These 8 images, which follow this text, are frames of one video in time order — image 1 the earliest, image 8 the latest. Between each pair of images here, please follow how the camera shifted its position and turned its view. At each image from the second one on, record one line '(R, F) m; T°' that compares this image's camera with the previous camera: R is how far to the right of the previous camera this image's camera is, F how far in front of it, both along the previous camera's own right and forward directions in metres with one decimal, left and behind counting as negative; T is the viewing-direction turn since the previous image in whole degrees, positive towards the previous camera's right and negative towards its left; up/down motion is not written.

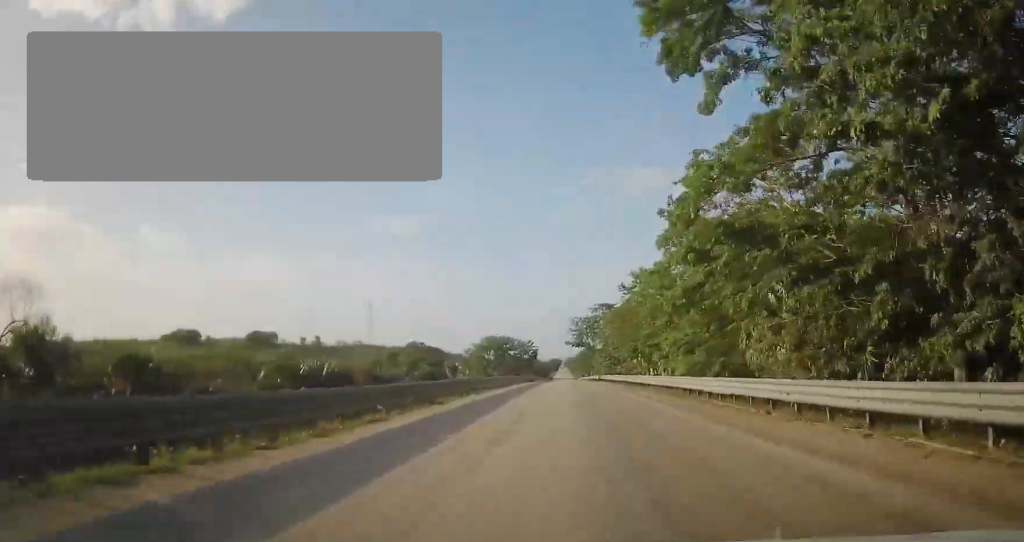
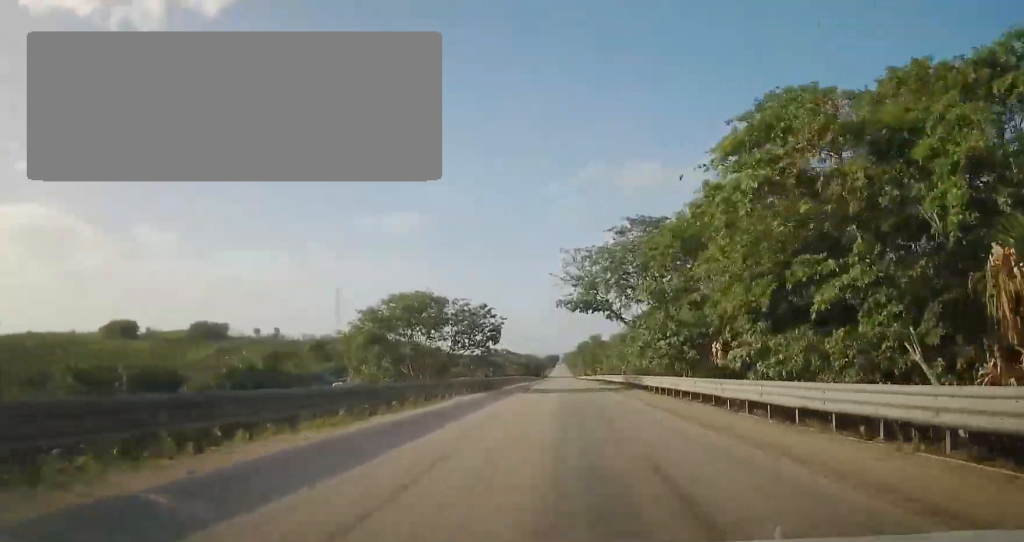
(+0.5, +49.2) m; 0°
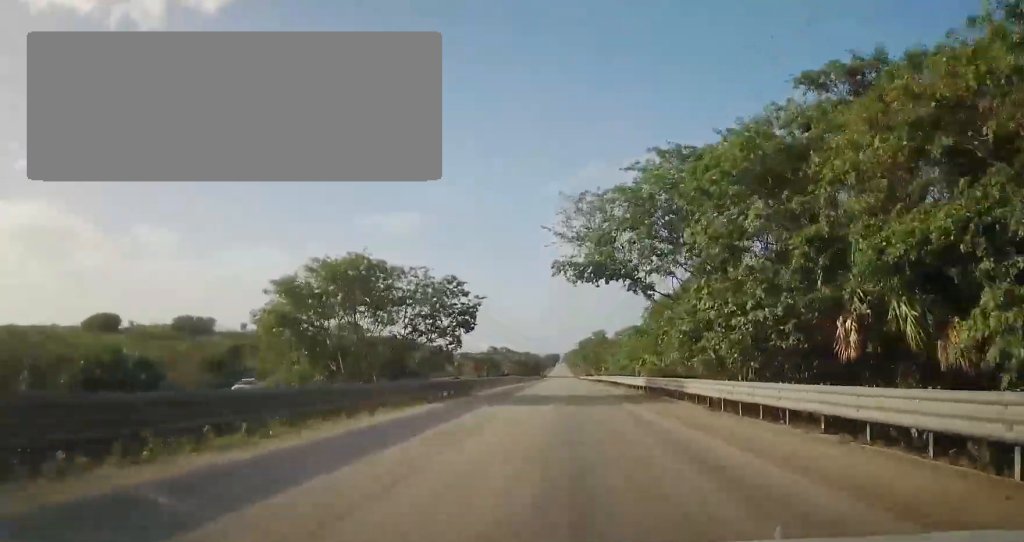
(-0.2, +13.2) m; 0°
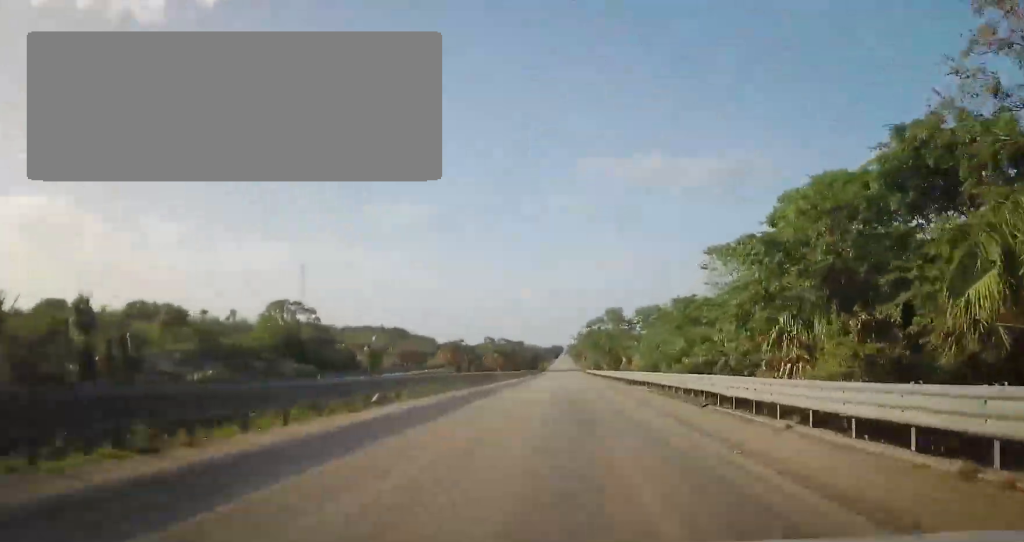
(-0.1, +34.3) m; 0°
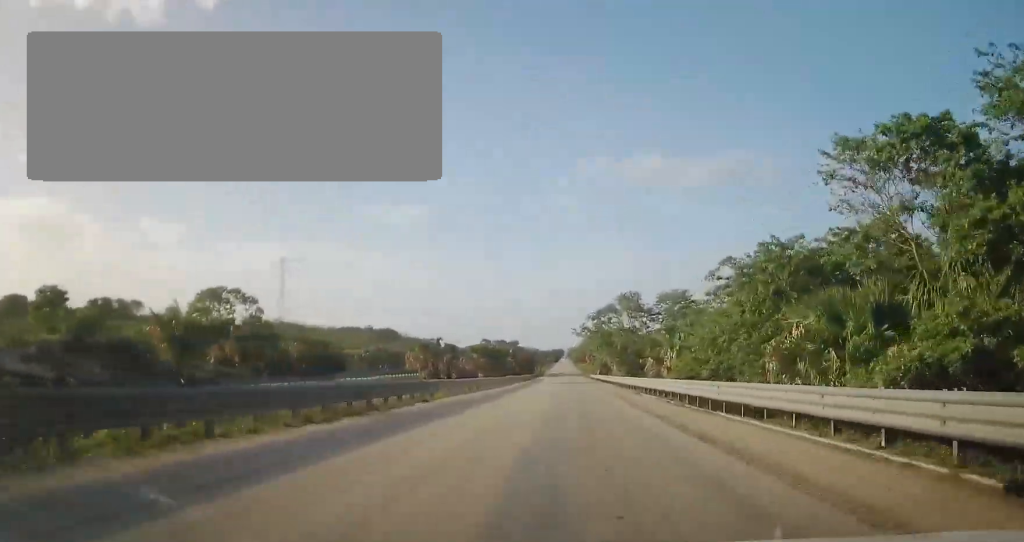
(0.0, +22.1) m; 0°
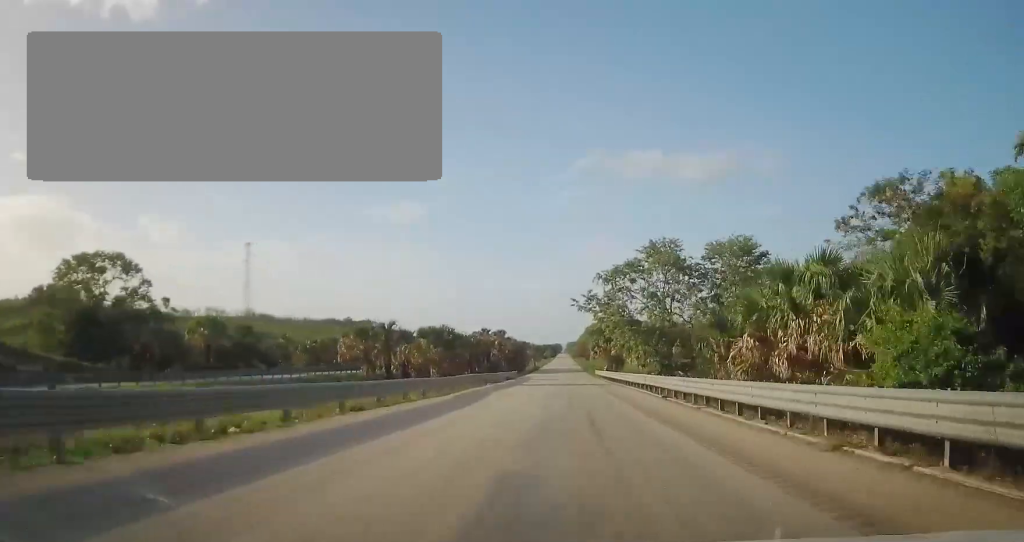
(-0.2, +26.7) m; 0°
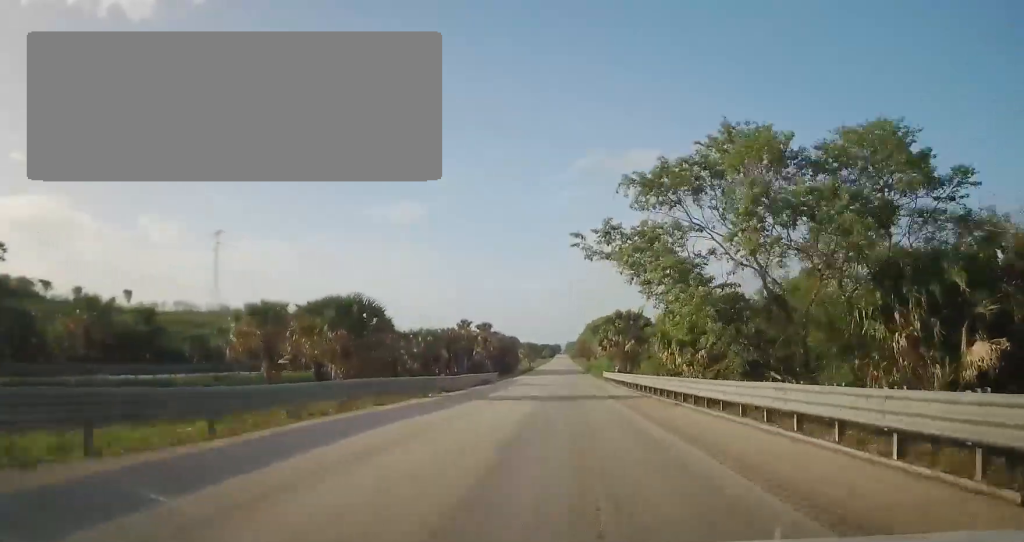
(+0.3, +21.9) m; +1°
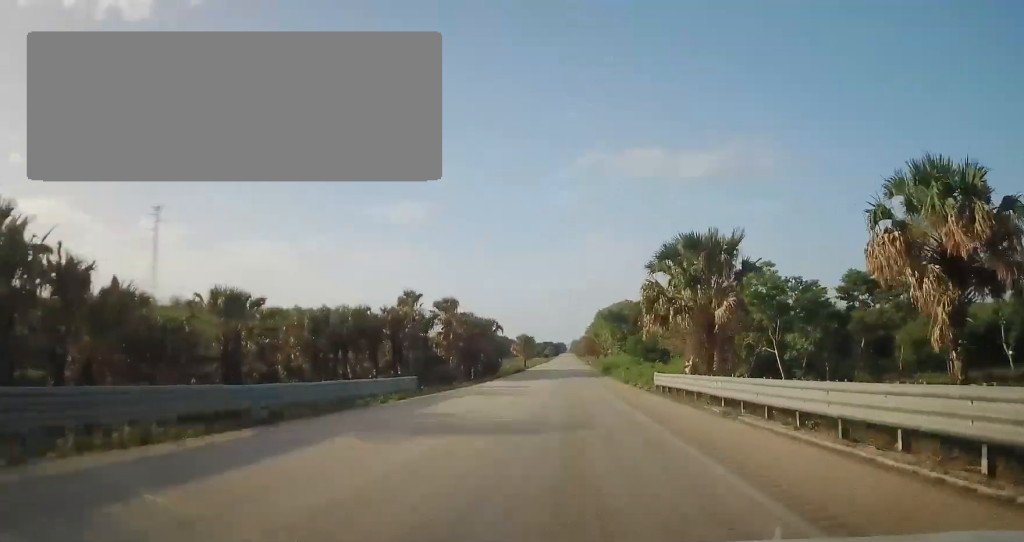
(0.0, +36.5) m; 0°
